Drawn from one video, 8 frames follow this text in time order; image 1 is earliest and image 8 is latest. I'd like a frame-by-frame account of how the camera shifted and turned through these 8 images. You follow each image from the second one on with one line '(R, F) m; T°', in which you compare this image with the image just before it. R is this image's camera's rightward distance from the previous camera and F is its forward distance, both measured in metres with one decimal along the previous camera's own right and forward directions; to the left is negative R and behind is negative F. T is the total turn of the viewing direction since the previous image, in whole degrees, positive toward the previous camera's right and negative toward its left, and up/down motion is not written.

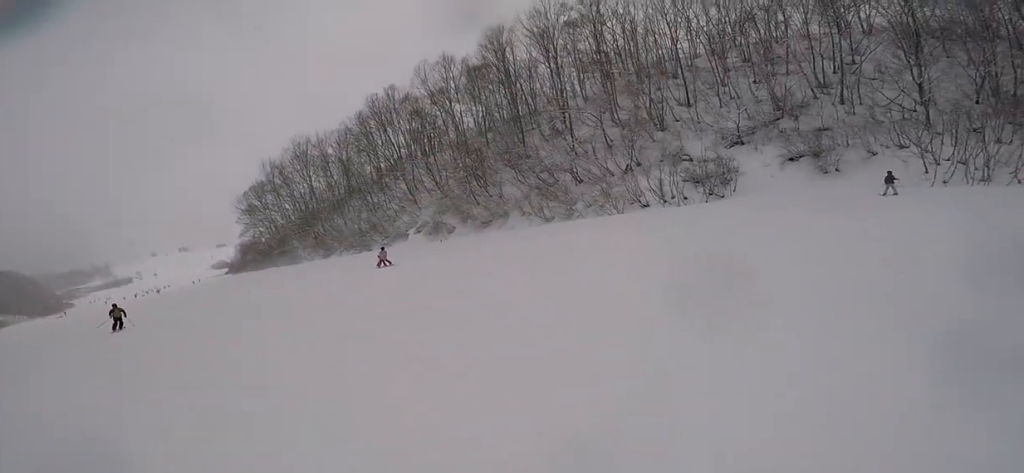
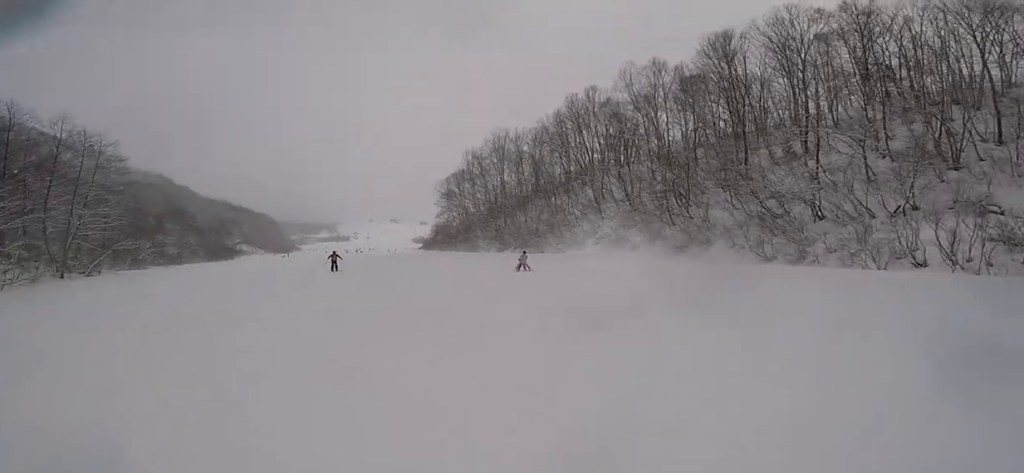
(+0.5, +4.1) m; -13°
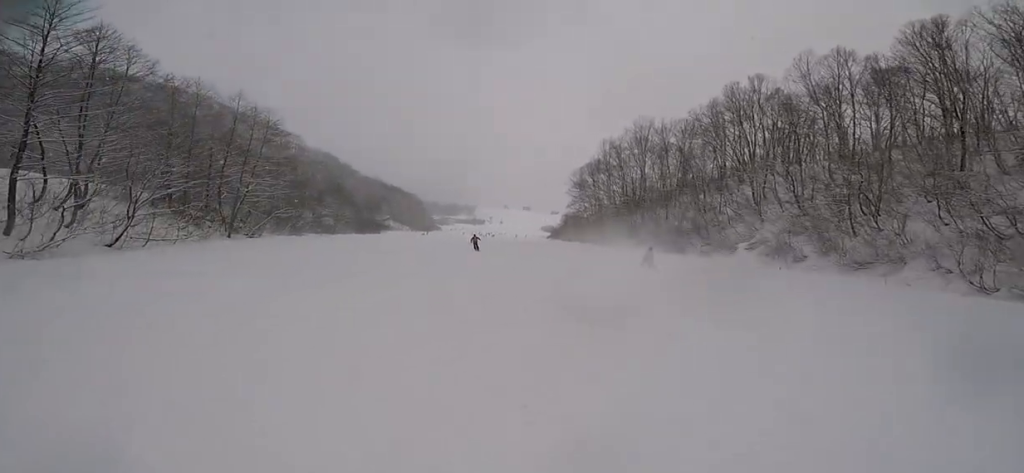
(-0.4, +1.9) m; -18°
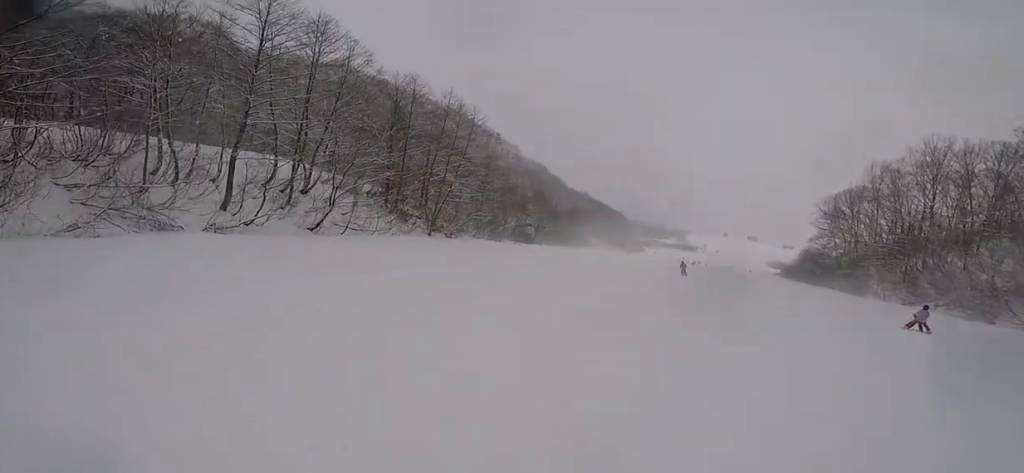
(-2.0, +4.1) m; -30°
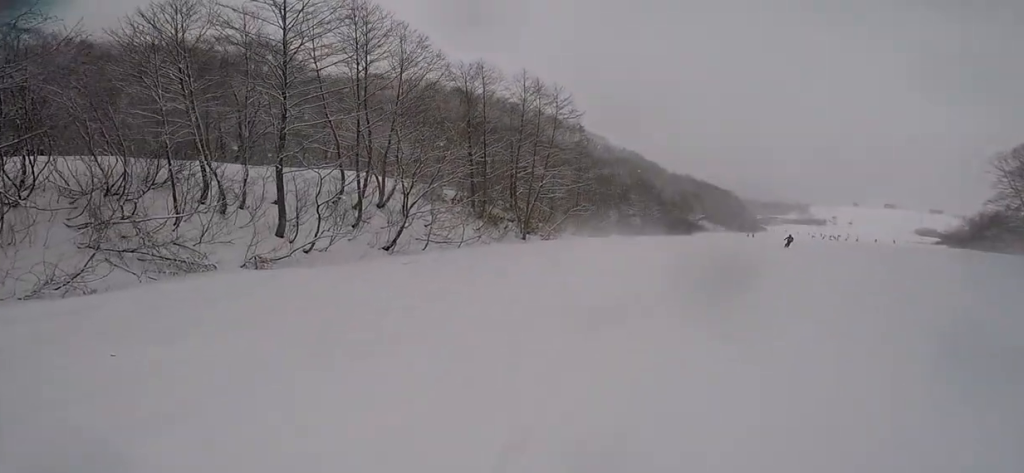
(+0.5, +5.4) m; 0°
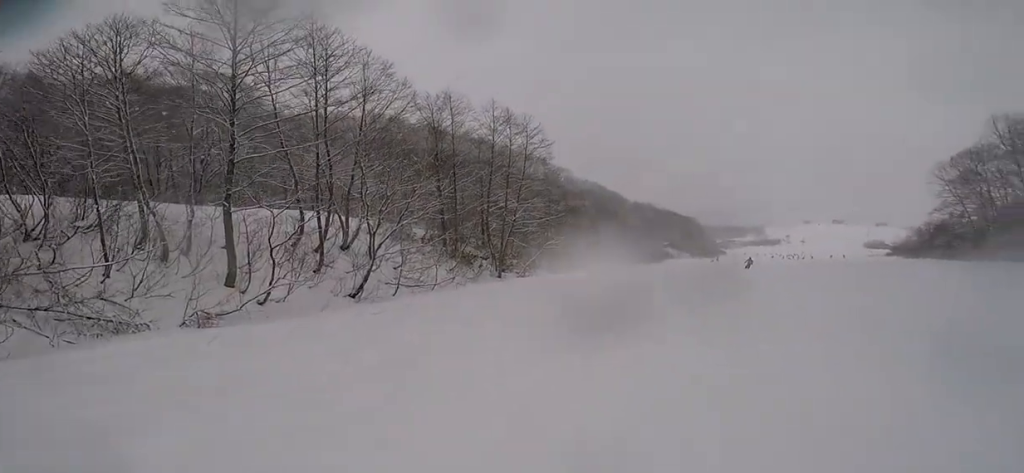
(-0.1, +1.6) m; +4°
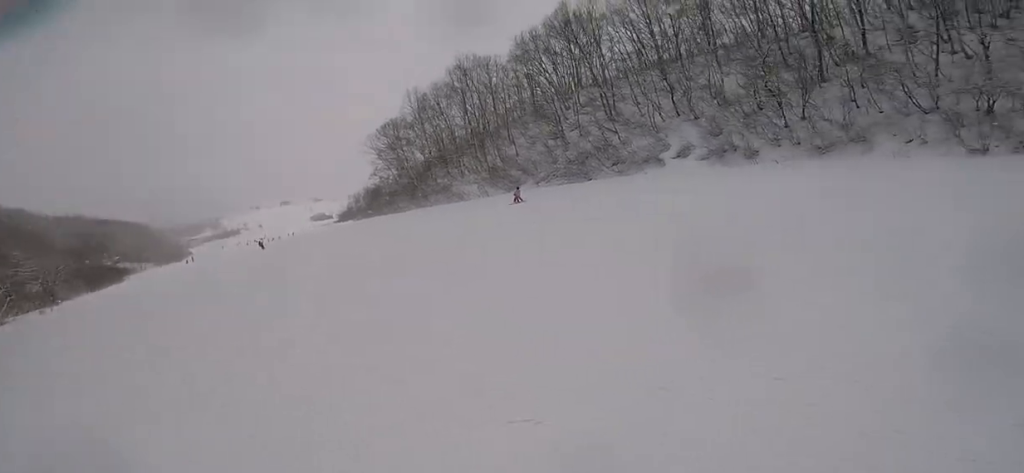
(+2.3, +6.1) m; +44°
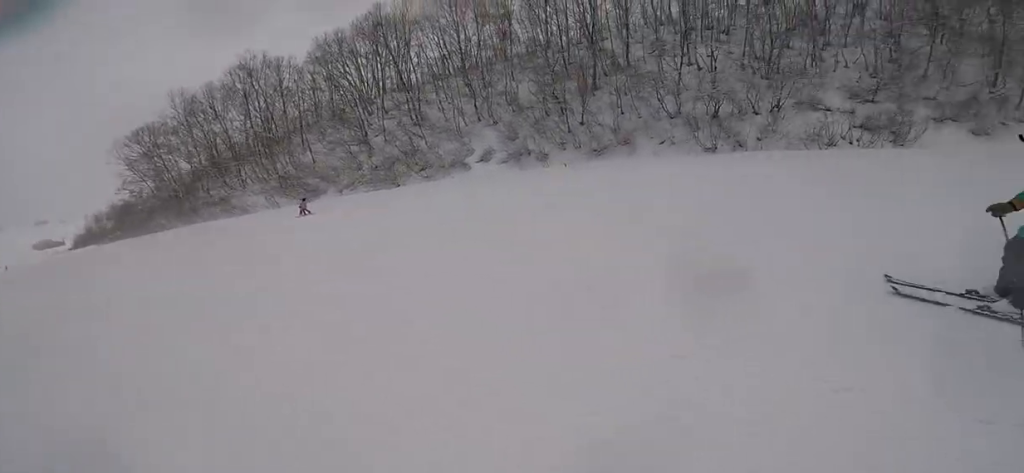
(-0.4, +1.6) m; +4°
